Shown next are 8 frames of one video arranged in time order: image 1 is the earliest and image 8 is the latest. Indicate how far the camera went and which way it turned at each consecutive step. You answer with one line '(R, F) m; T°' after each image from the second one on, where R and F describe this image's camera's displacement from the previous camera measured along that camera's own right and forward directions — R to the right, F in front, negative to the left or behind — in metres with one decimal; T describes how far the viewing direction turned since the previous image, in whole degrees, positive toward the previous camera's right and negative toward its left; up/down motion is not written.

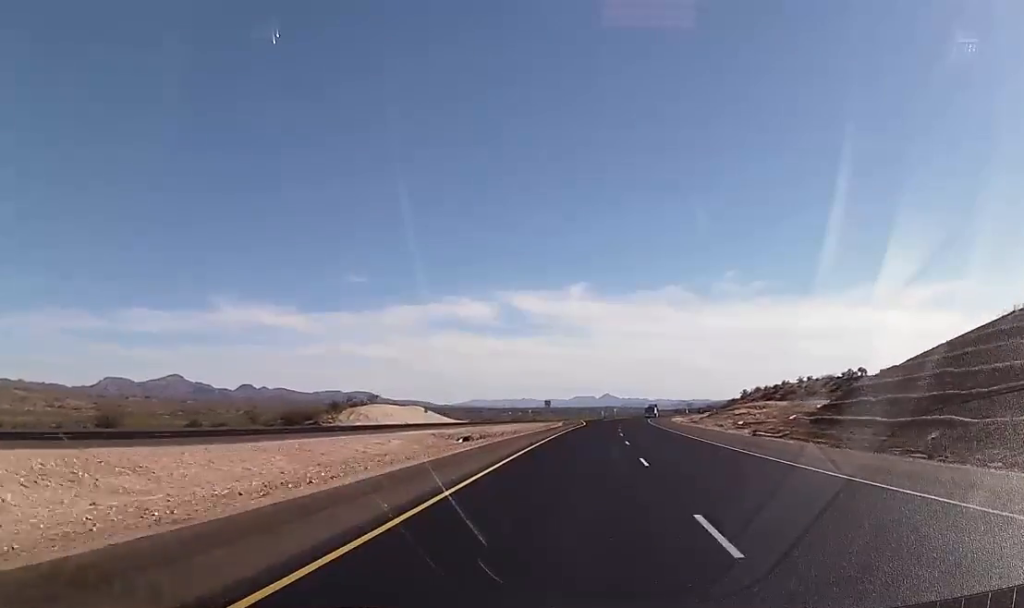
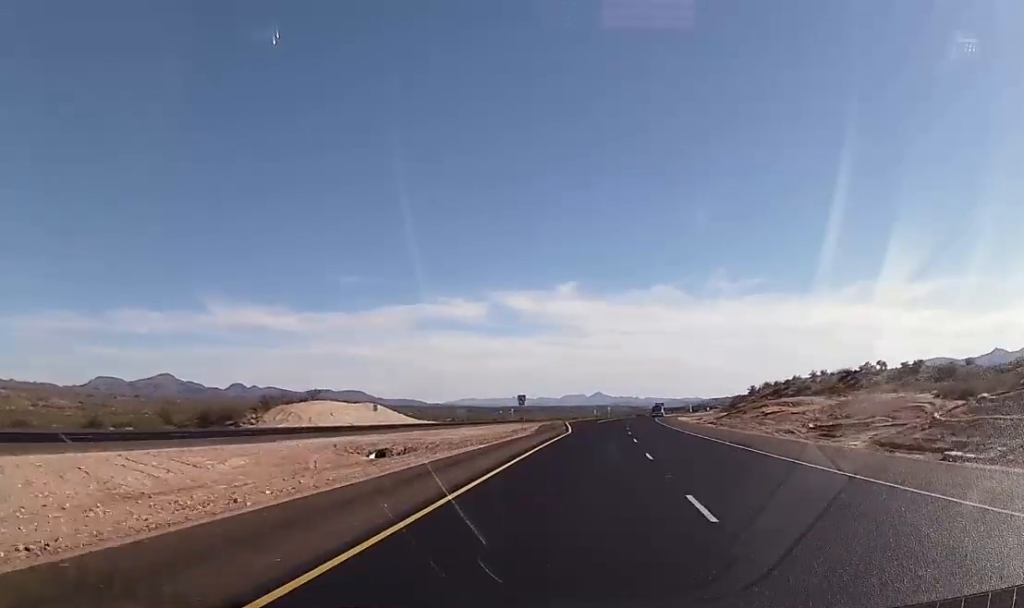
(0.0, +34.3) m; 0°
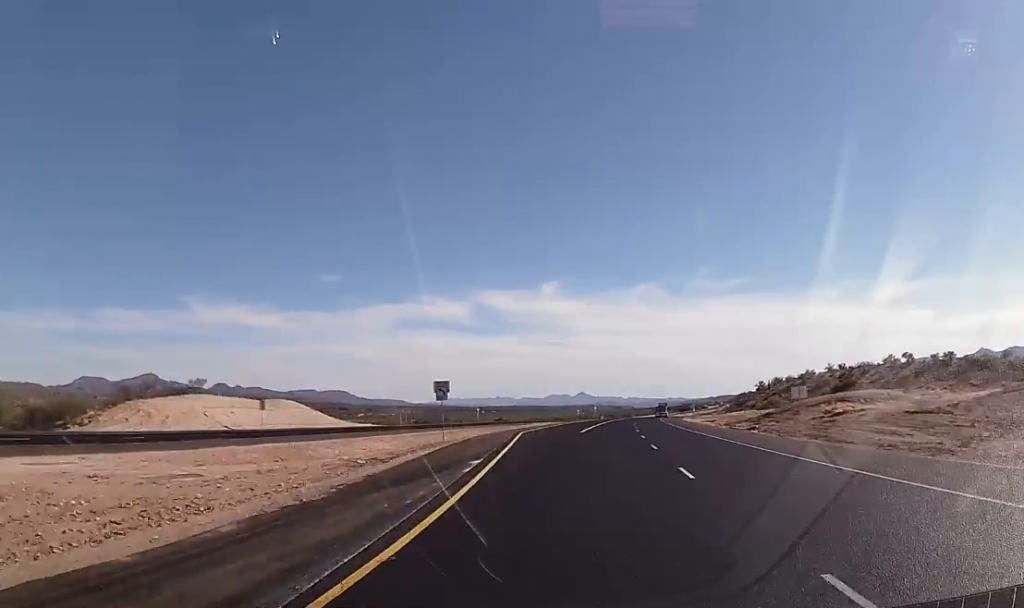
(0.0, +42.6) m; +1°
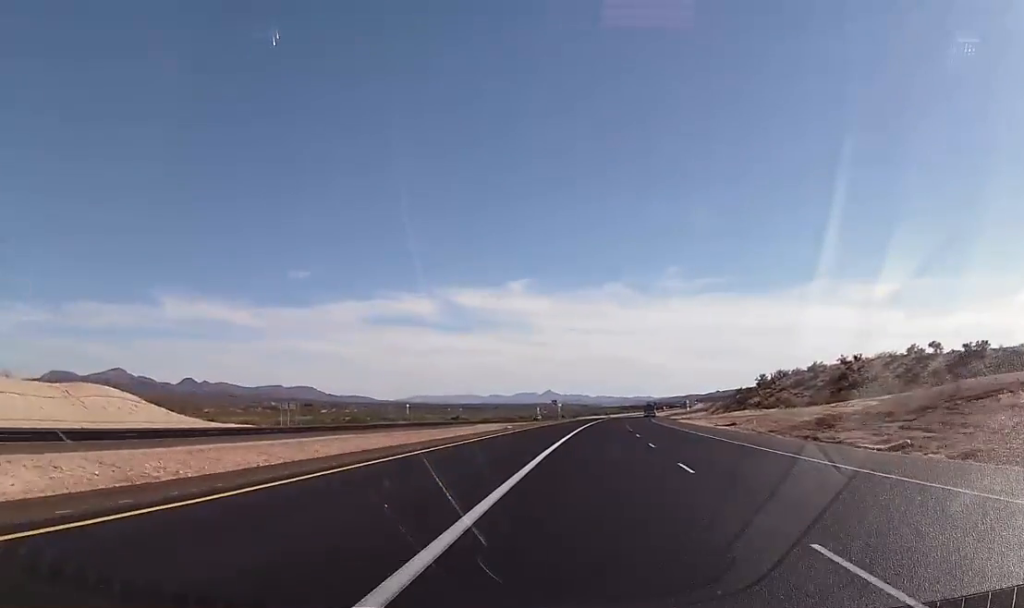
(+0.6, +47.3) m; +1°
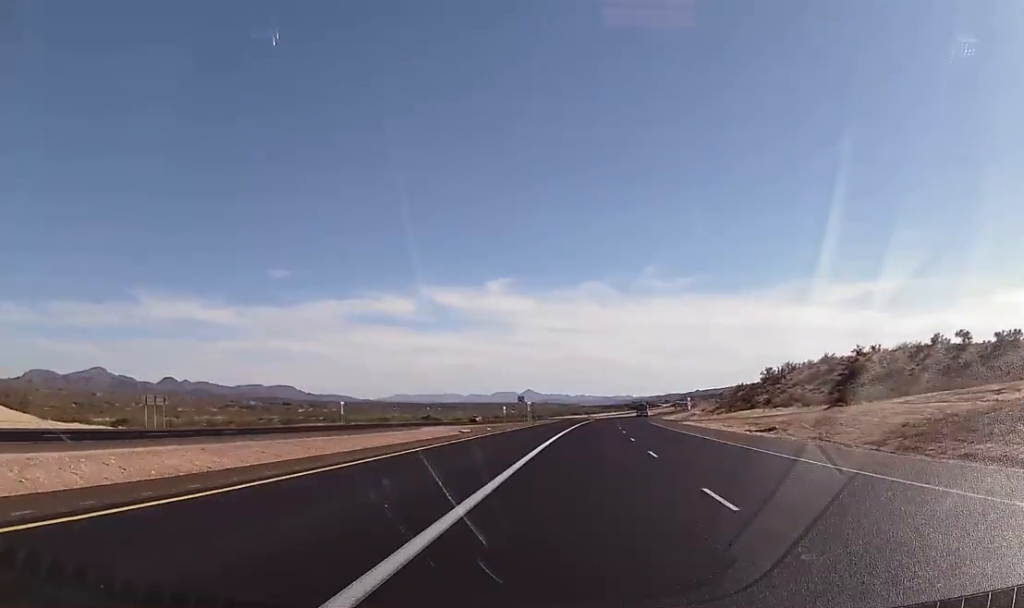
(+0.1, +30.8) m; +2°
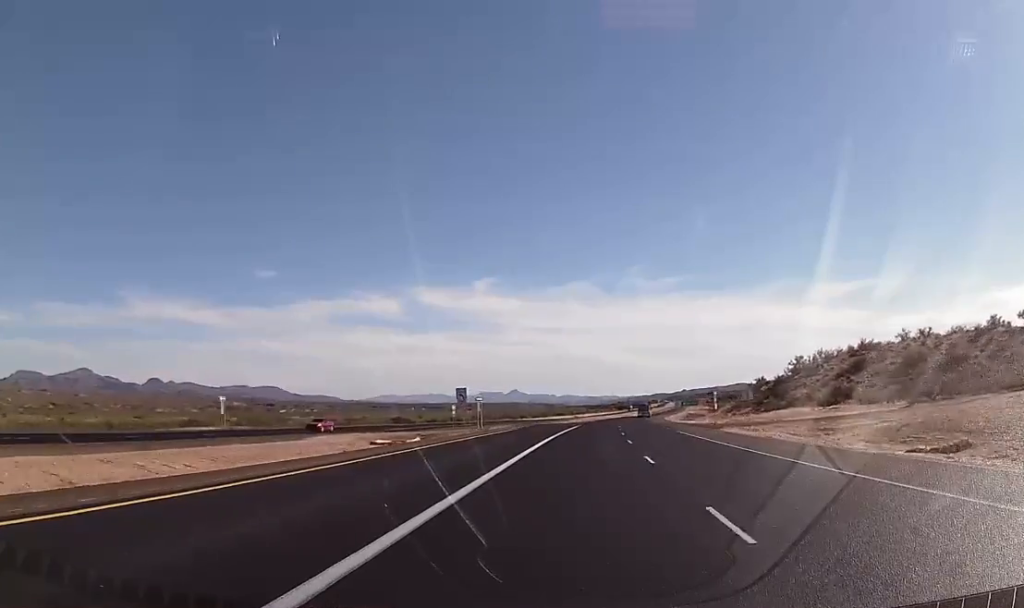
(+1.0, +40.2) m; +2°
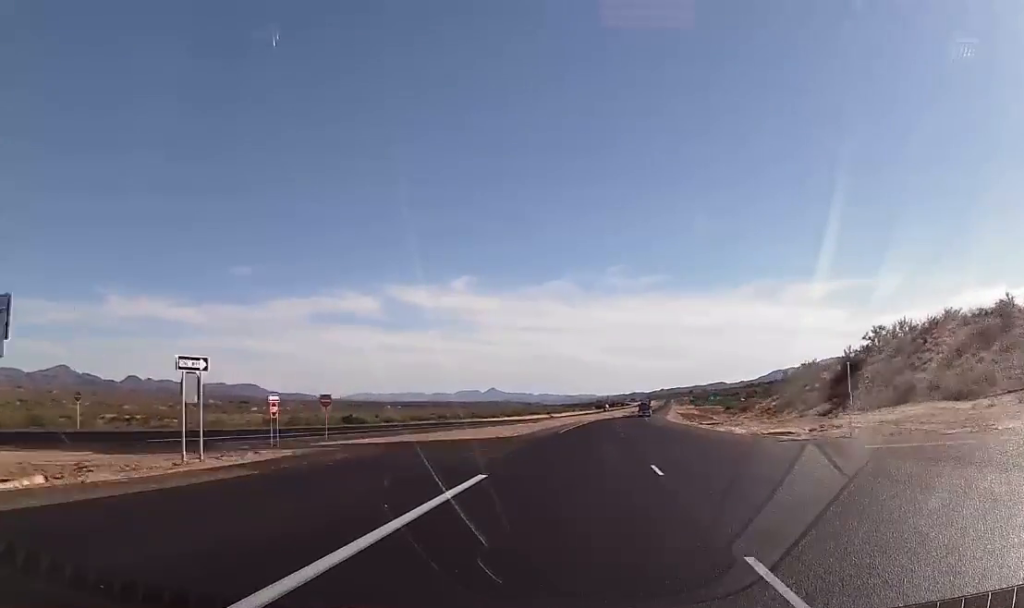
(+0.6, +52.1) m; +2°
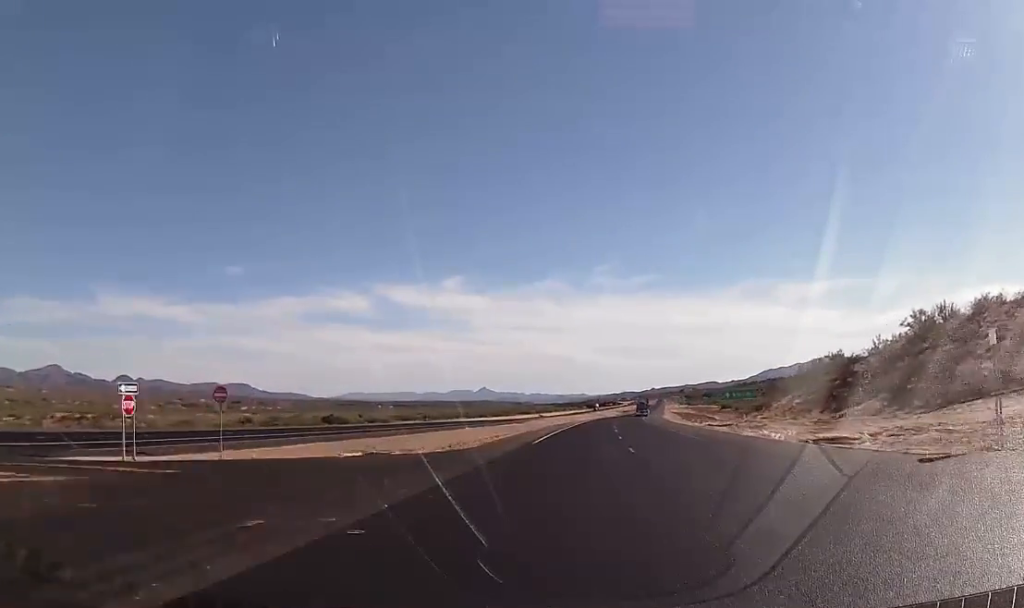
(+0.1, +15.4) m; 0°
